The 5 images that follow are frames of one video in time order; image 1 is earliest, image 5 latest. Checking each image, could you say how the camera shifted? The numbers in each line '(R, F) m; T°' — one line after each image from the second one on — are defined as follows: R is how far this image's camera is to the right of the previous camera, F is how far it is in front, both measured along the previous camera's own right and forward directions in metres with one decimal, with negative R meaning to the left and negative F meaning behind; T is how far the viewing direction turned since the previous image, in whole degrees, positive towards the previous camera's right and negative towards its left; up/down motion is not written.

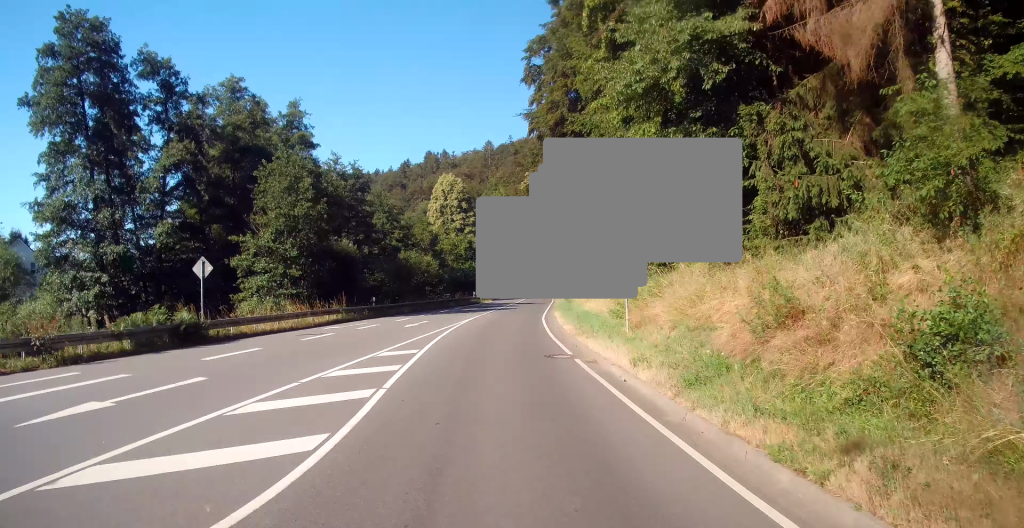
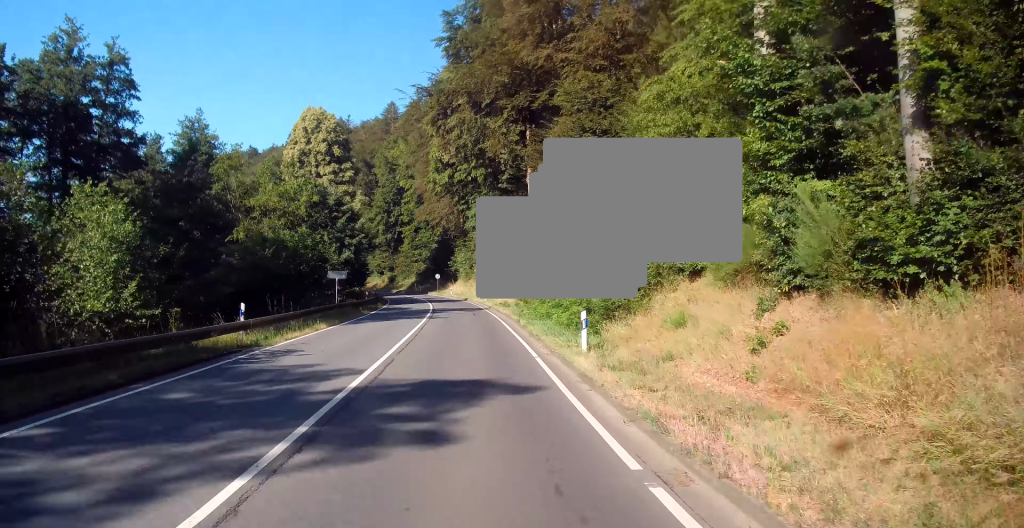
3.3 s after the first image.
(+3.0, +50.7) m; +6°
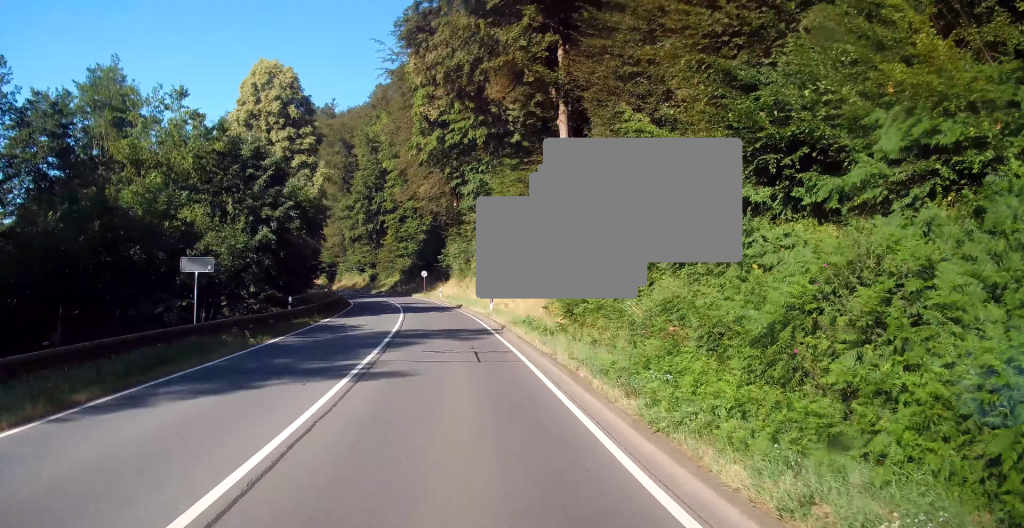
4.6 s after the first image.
(+0.6, +20.3) m; 0°
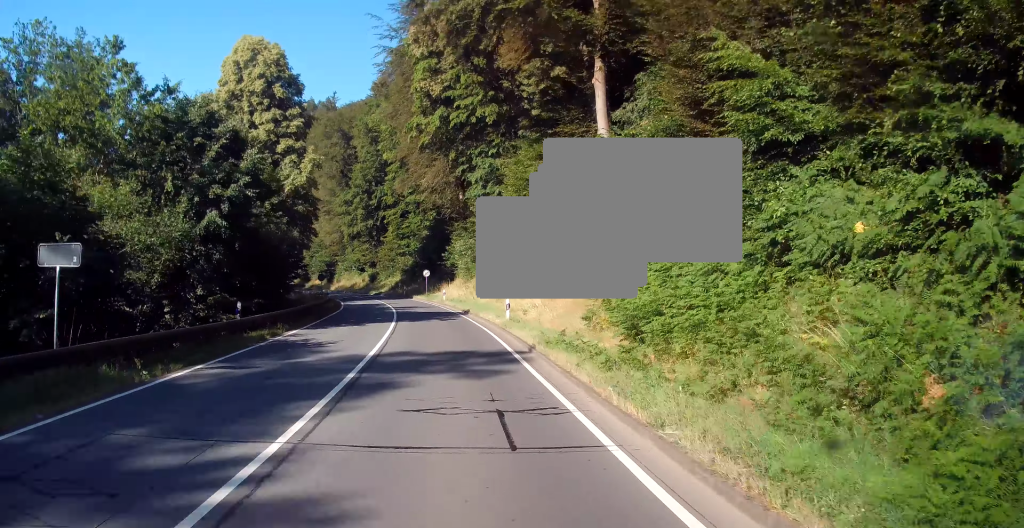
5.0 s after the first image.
(-0.2, +6.8) m; -1°
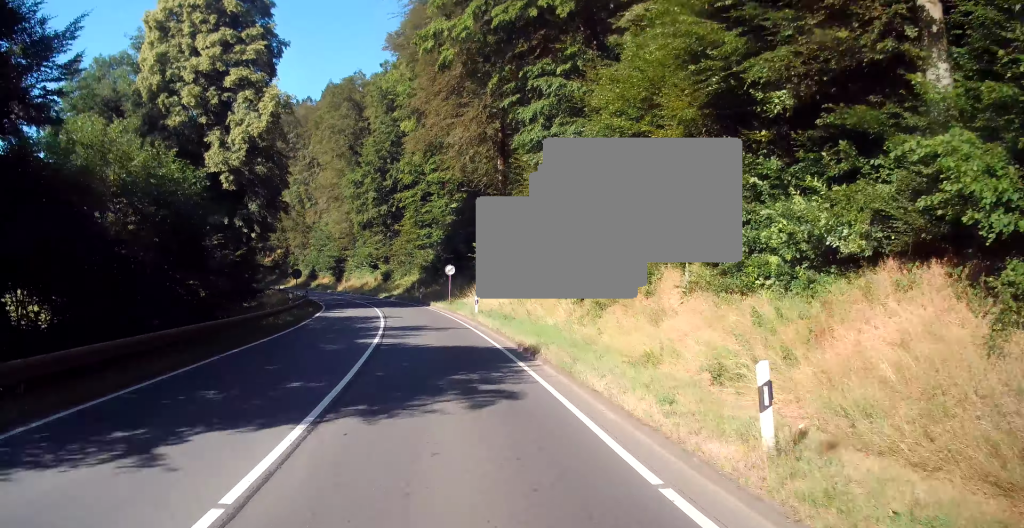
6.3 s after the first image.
(-0.6, +20.4) m; -3°
